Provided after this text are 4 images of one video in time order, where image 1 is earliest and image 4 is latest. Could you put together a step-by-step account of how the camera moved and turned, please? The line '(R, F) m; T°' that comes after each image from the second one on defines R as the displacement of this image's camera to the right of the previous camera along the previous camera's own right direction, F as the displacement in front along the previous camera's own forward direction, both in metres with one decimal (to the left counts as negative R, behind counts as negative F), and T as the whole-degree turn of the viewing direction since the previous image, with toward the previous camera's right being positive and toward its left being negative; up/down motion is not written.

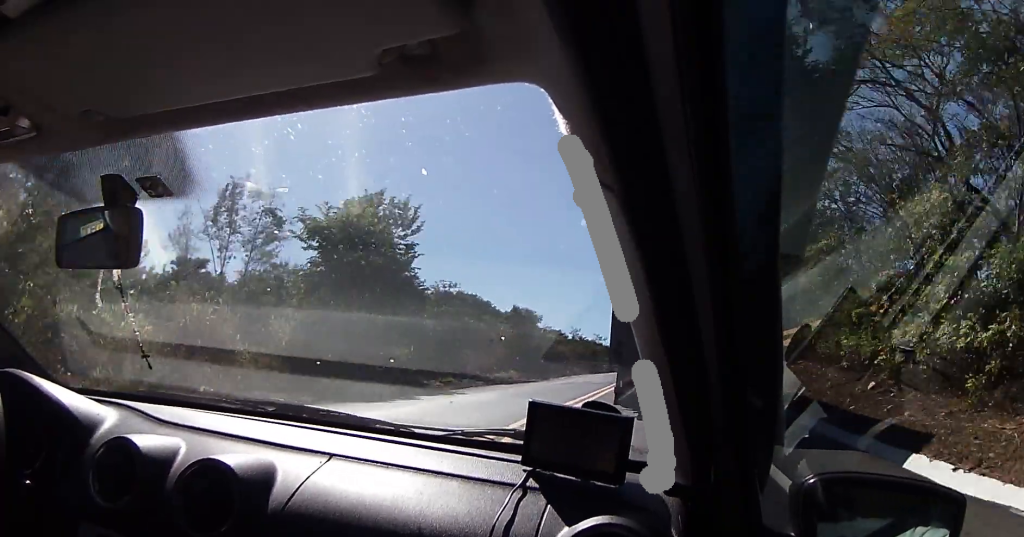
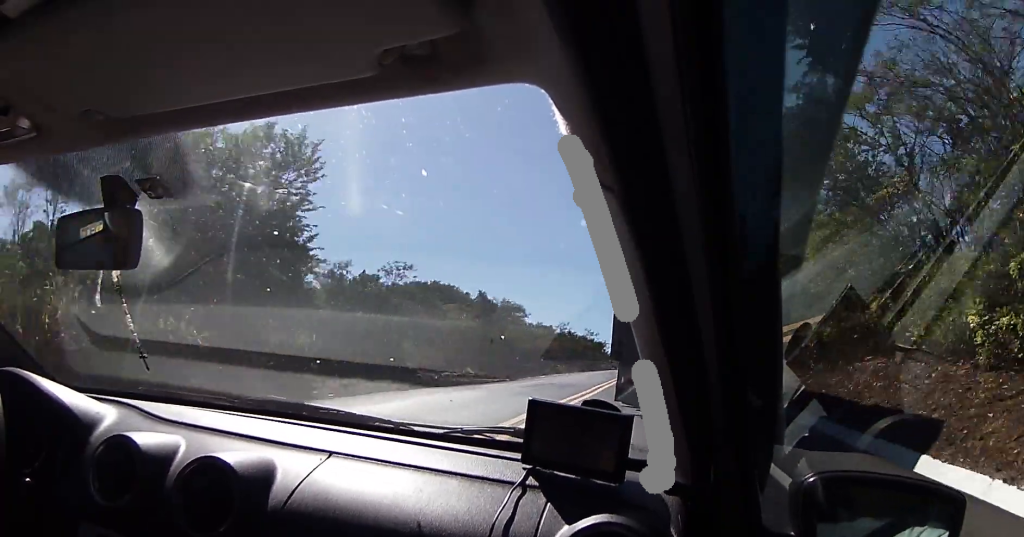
(0.0, +10.2) m; 0°
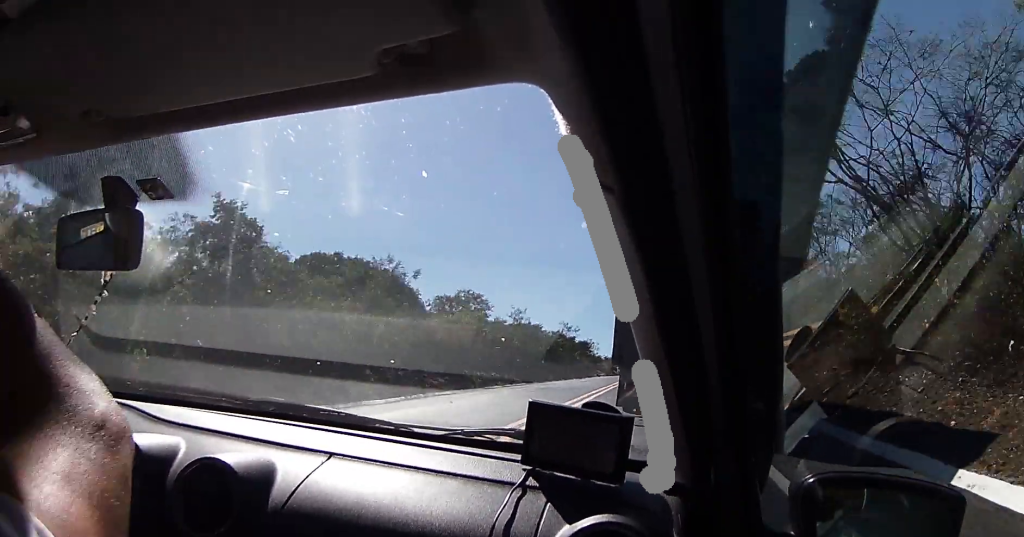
(-0.1, +29.4) m; 0°
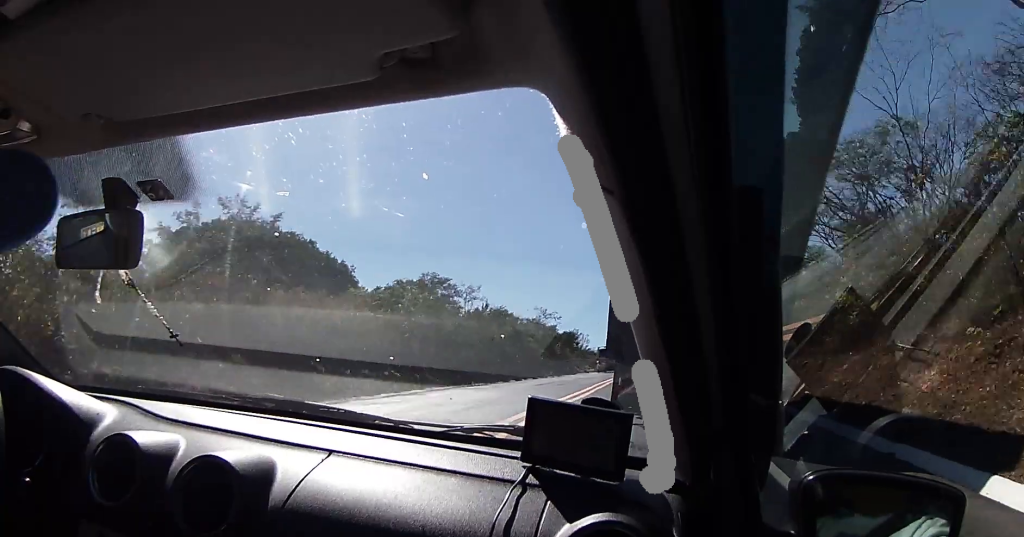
(0.0, +15.4) m; 0°
